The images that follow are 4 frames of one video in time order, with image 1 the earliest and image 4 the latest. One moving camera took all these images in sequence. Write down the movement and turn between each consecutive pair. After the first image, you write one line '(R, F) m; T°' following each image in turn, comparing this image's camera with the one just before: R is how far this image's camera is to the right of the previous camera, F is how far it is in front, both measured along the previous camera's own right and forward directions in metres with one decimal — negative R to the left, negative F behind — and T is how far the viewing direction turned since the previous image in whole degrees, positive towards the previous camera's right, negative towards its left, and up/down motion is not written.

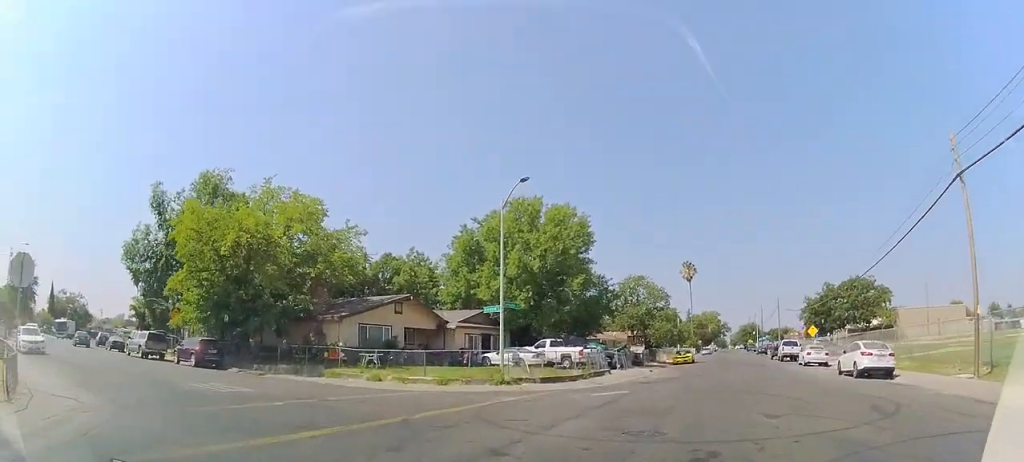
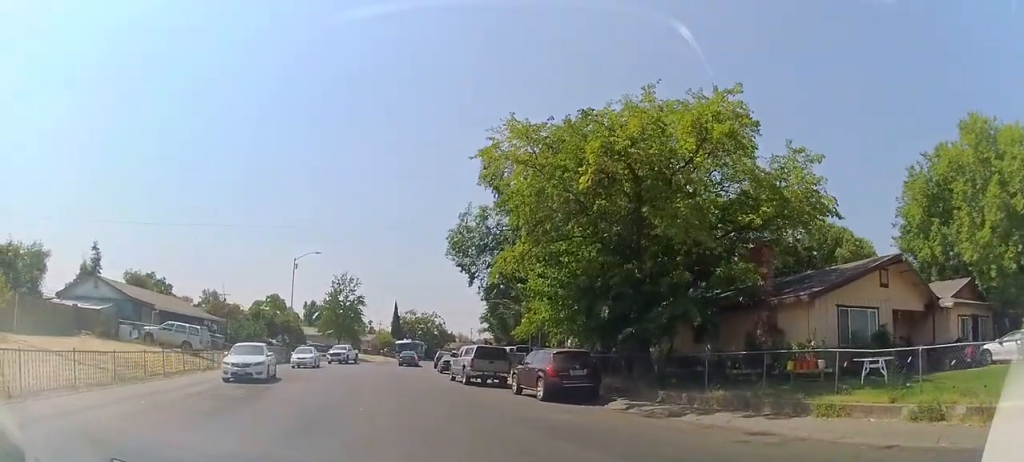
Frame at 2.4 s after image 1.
(-6.6, +11.0) m; -58°
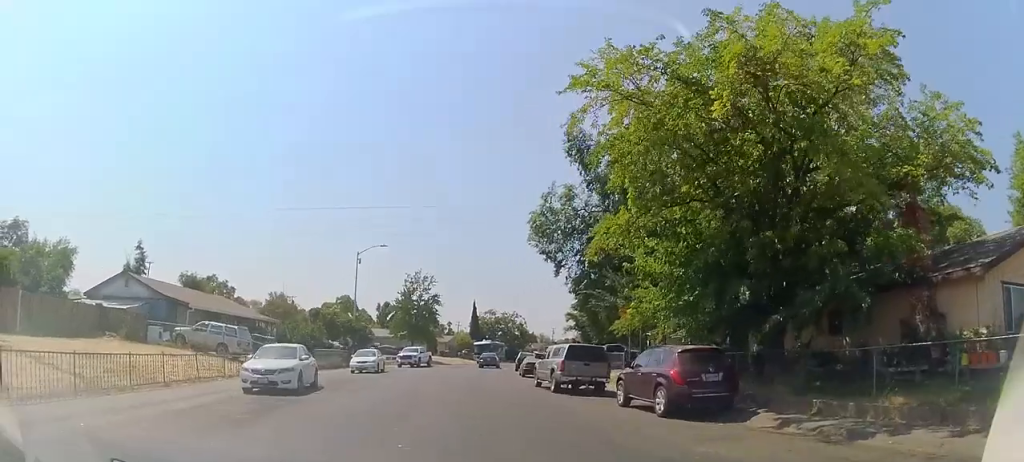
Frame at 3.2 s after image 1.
(0.0, +4.4) m; 0°
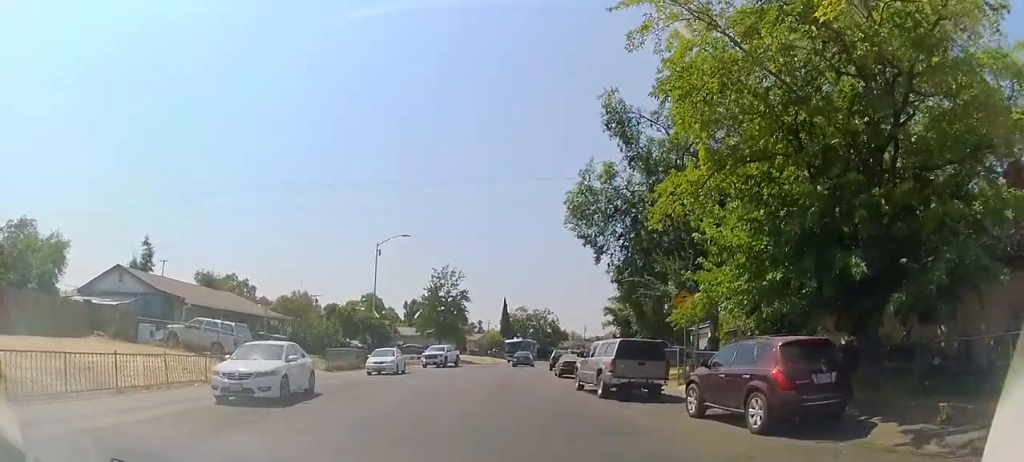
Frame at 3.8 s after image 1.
(0.0, +3.2) m; 0°
